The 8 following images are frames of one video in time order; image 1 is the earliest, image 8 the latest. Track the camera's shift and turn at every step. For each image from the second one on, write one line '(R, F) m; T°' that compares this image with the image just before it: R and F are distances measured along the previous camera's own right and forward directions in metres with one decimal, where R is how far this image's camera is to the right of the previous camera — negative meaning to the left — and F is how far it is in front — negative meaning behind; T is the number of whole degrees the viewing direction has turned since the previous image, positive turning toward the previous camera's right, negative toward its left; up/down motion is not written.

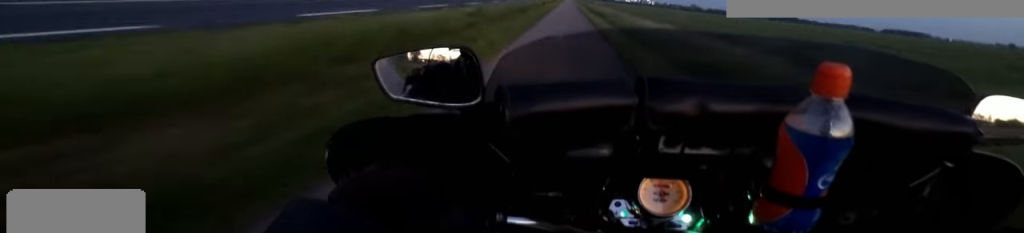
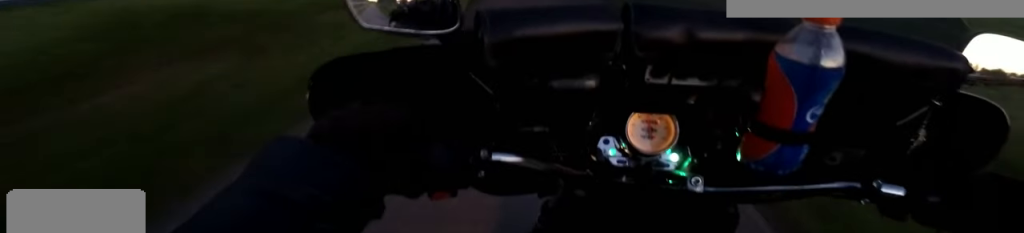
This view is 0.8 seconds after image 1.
(0.0, +10.5) m; 0°
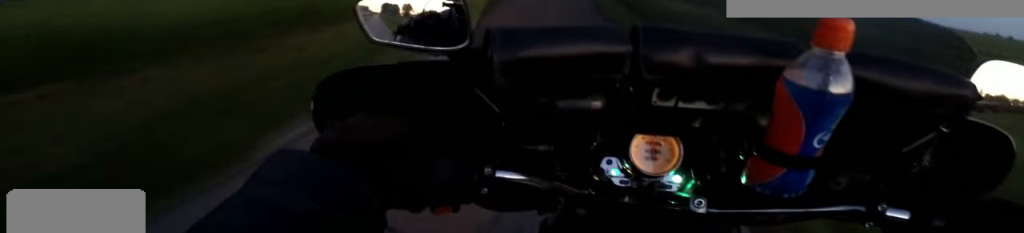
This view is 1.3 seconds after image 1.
(0.0, +5.7) m; 0°
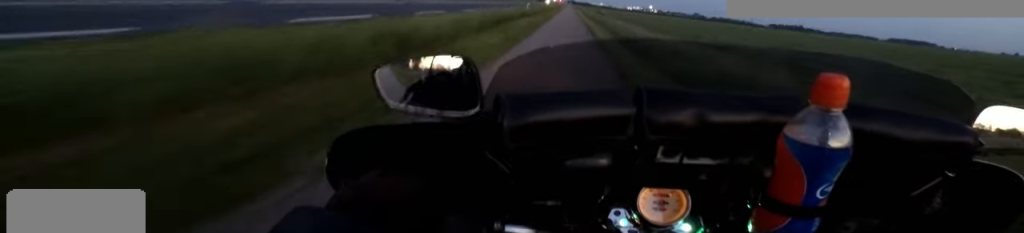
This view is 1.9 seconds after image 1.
(0.0, +7.1) m; -1°
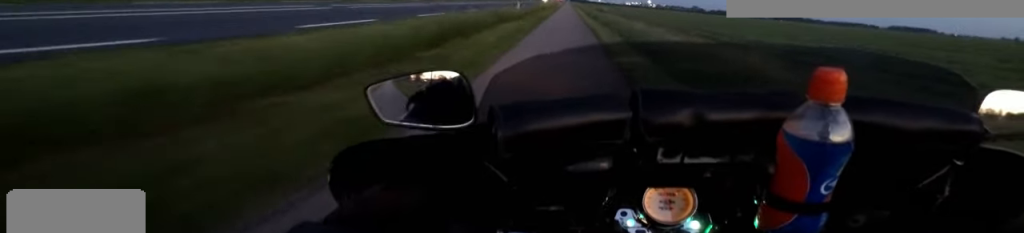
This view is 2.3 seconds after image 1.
(+0.1, +5.6) m; -1°
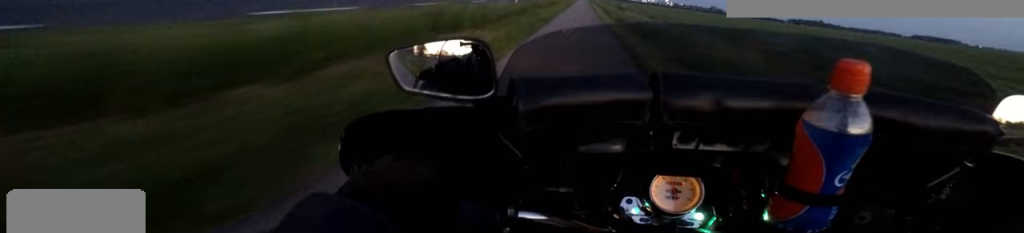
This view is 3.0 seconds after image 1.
(-0.2, +7.5) m; +2°
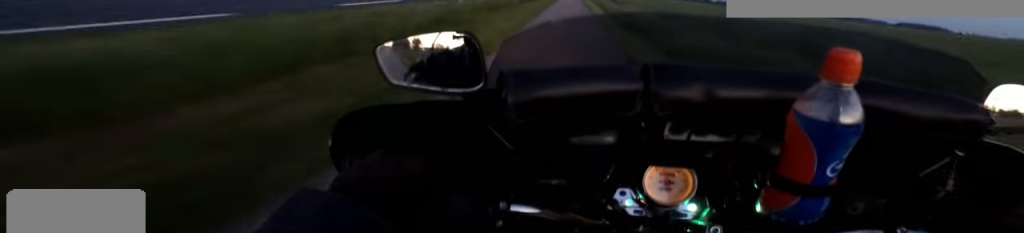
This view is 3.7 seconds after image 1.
(+0.1, +9.1) m; +2°
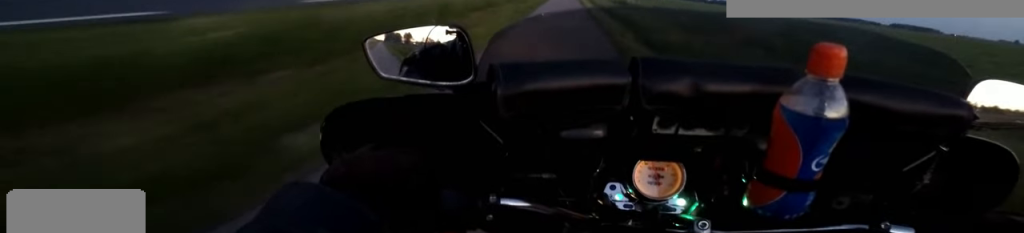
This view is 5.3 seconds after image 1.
(+0.3, +19.9) m; -1°
